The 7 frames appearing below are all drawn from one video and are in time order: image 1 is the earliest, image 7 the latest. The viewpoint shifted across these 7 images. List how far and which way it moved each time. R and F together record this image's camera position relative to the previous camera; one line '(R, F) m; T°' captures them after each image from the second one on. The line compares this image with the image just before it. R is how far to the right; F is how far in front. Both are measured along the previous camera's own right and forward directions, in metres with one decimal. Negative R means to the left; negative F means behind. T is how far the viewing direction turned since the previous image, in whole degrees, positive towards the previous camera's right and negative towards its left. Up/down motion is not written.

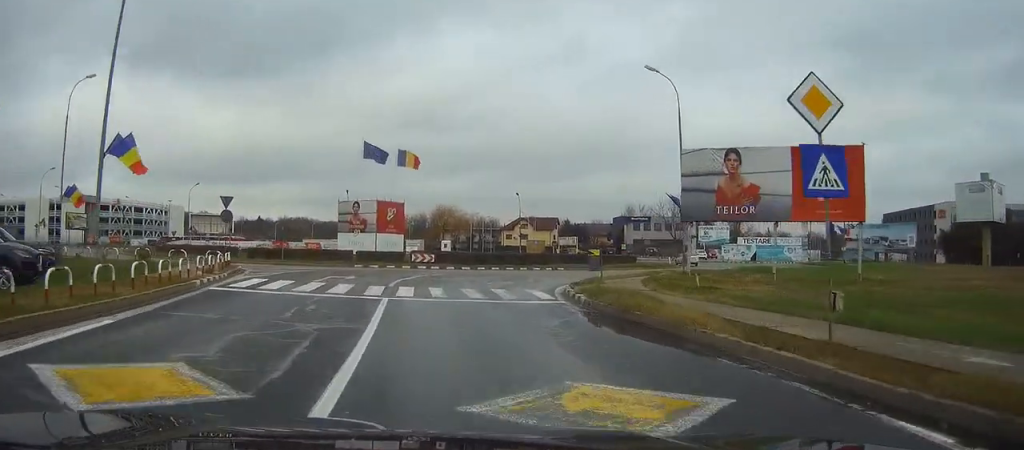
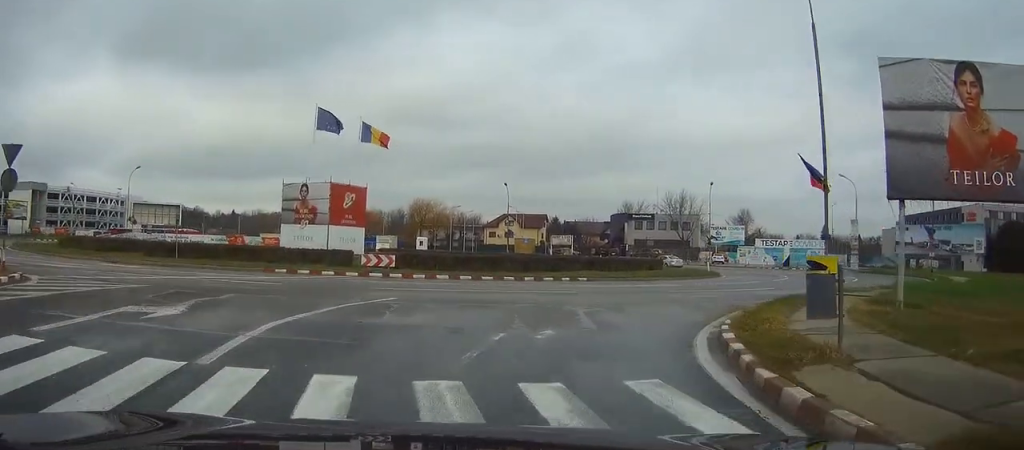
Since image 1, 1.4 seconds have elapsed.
(-0.3, +17.5) m; +1°
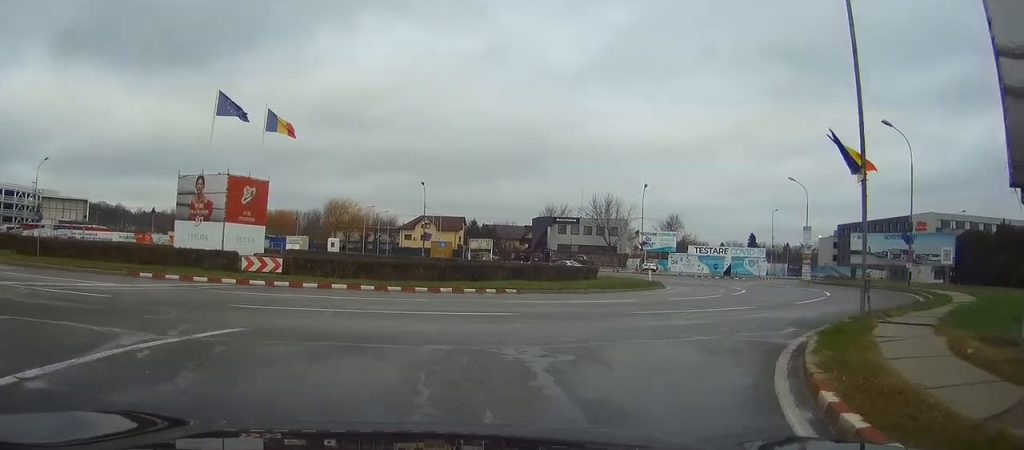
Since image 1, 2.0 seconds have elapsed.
(+0.2, +6.5) m; +5°
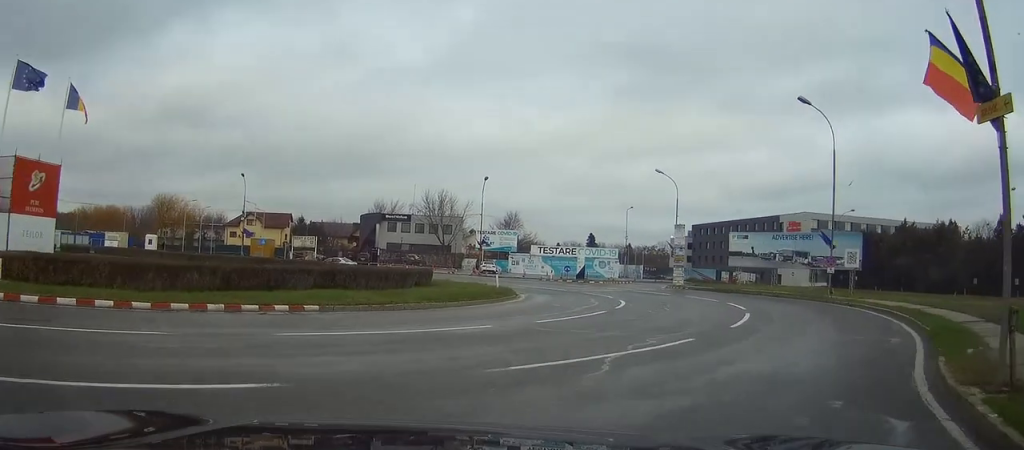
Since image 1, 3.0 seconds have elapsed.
(+0.8, +8.8) m; +11°
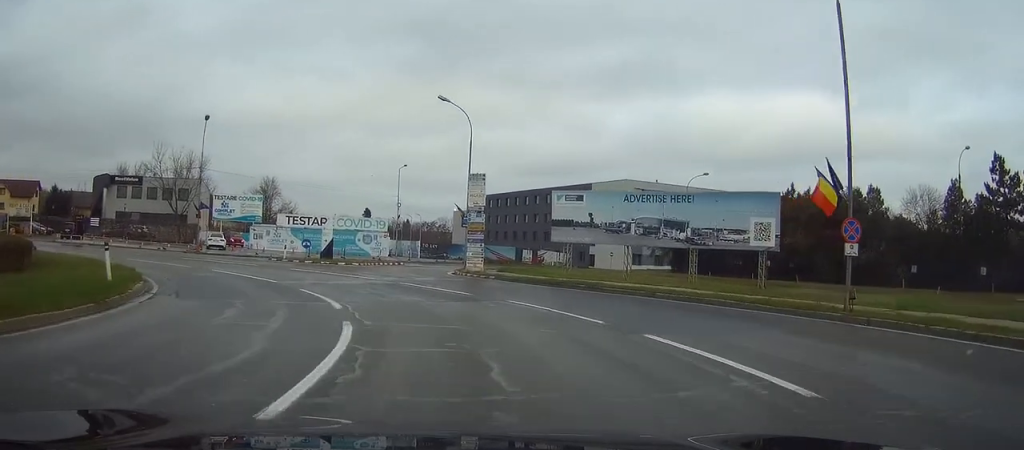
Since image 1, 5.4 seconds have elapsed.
(+5.2, +20.9) m; +21°
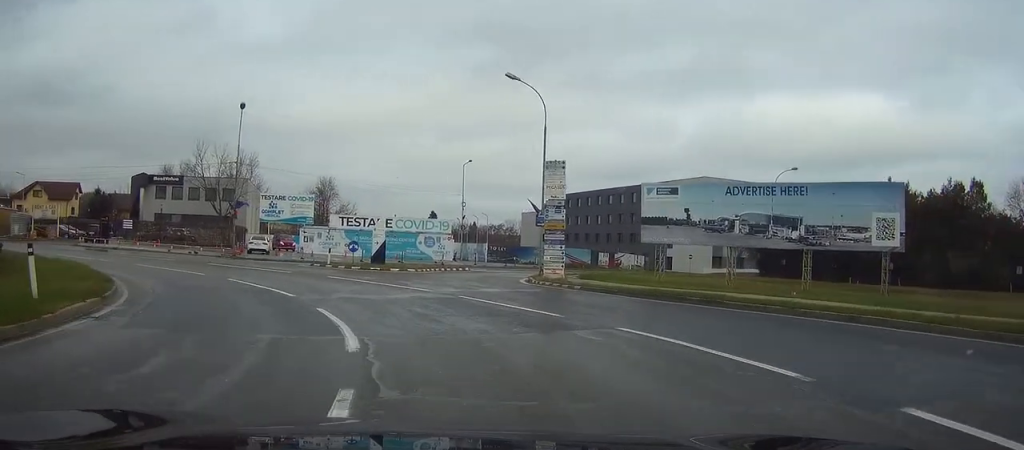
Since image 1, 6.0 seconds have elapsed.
(0.0, +6.4) m; -4°
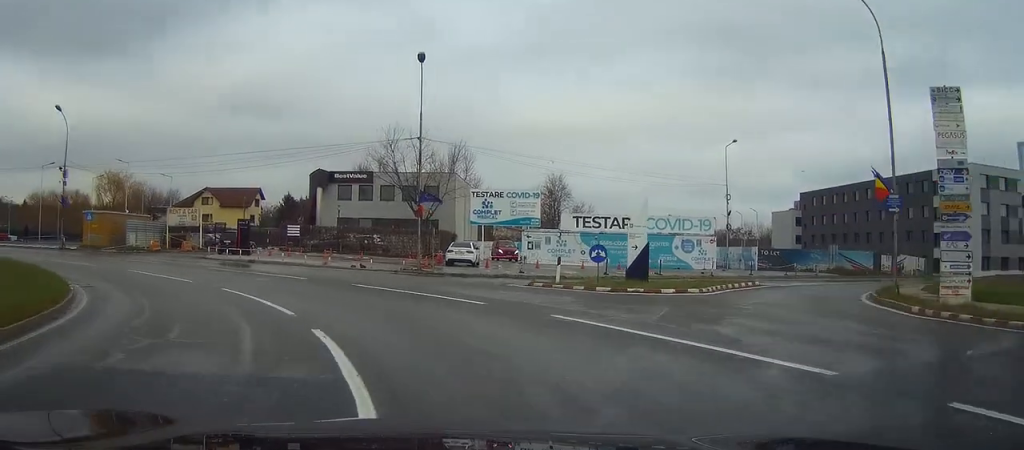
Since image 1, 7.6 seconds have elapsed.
(-2.1, +14.7) m; -18°
